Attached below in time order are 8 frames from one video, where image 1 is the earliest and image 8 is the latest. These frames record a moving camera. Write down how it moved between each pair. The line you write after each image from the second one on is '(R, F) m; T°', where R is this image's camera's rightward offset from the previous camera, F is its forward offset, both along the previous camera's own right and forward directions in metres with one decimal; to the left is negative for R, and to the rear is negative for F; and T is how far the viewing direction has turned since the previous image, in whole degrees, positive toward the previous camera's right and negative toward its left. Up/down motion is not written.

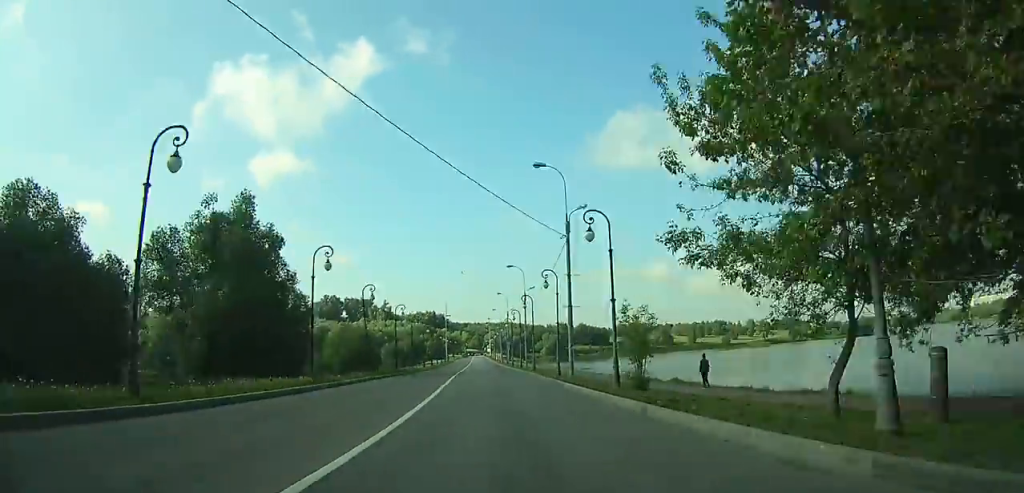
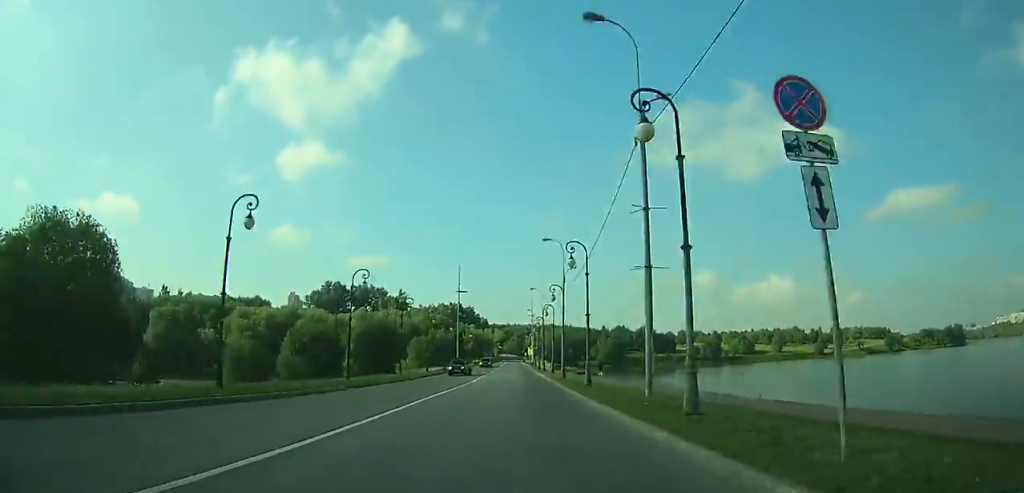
(-2.1, +84.7) m; -2°
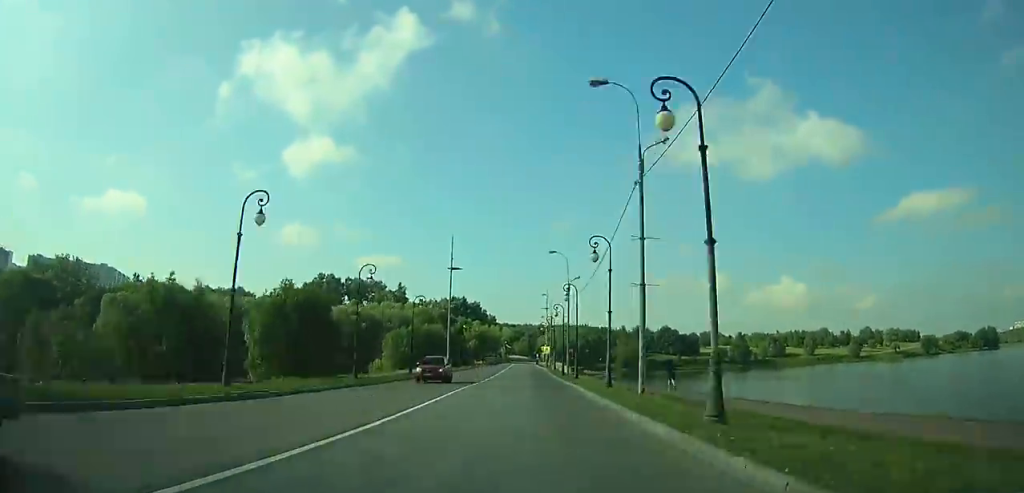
(-0.1, +30.1) m; 0°
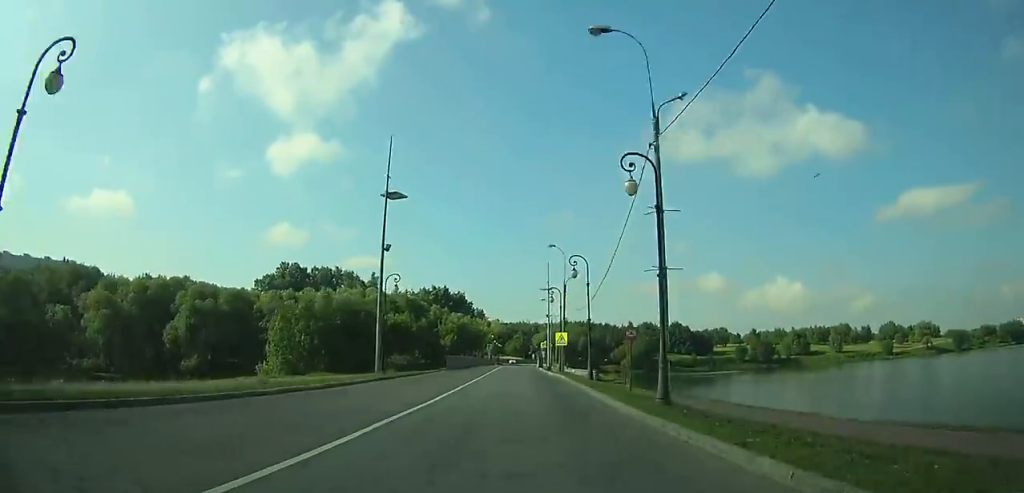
(0.0, +40.1) m; 0°
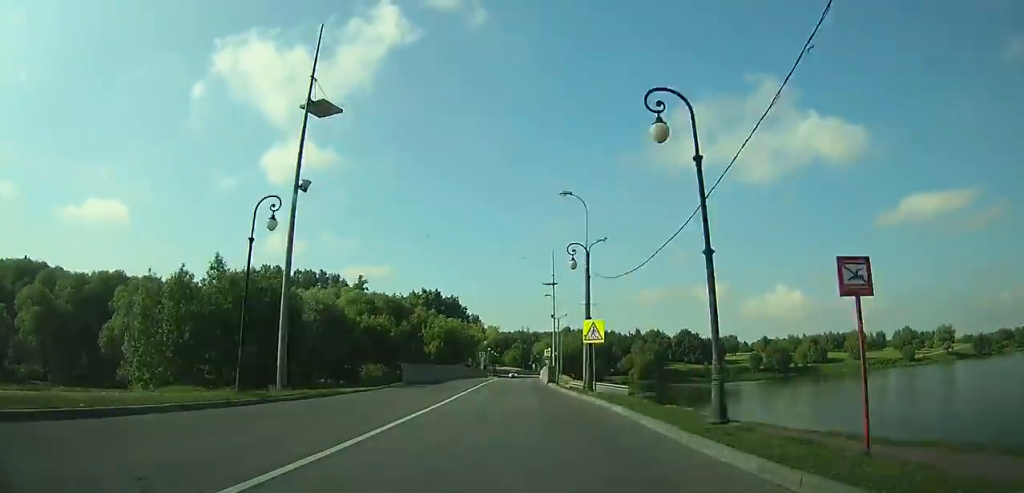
(0.0, +20.2) m; 0°
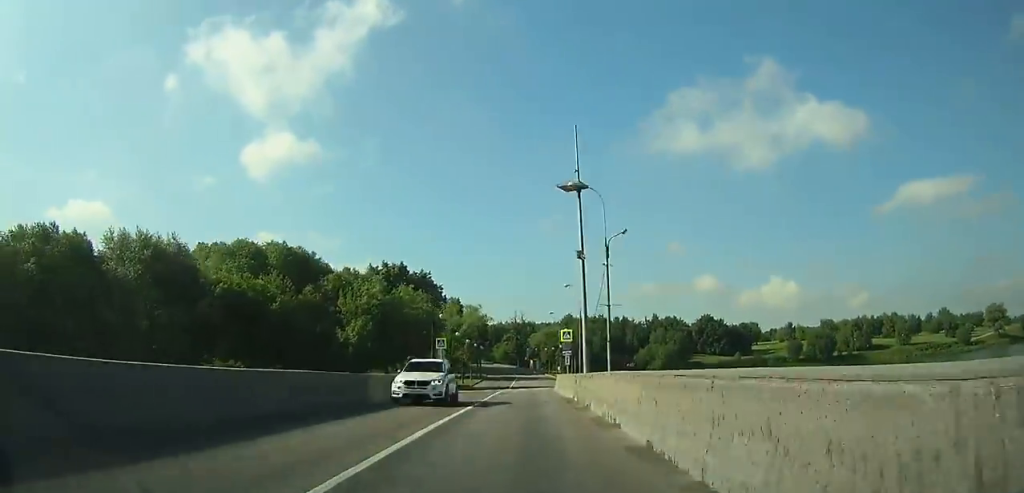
(+0.4, +49.2) m; +1°
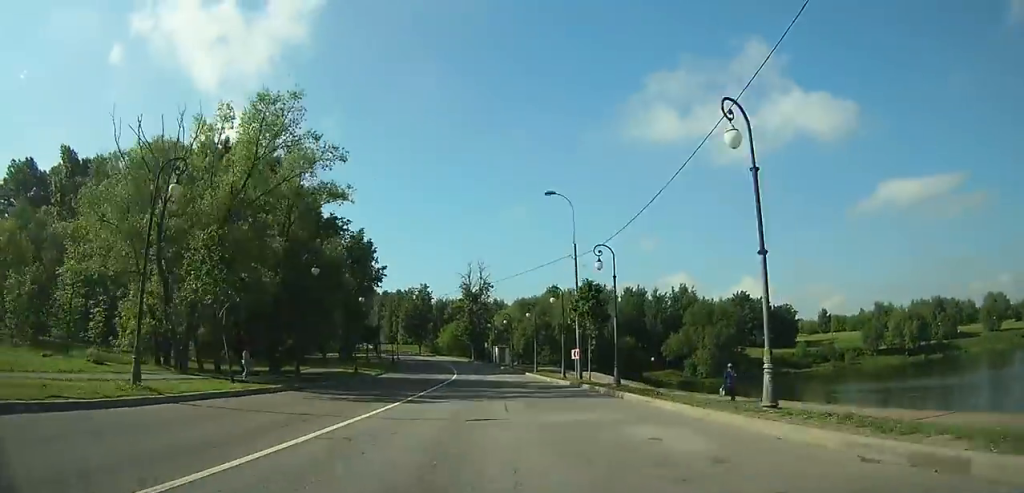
(+0.6, +76.0) m; -1°
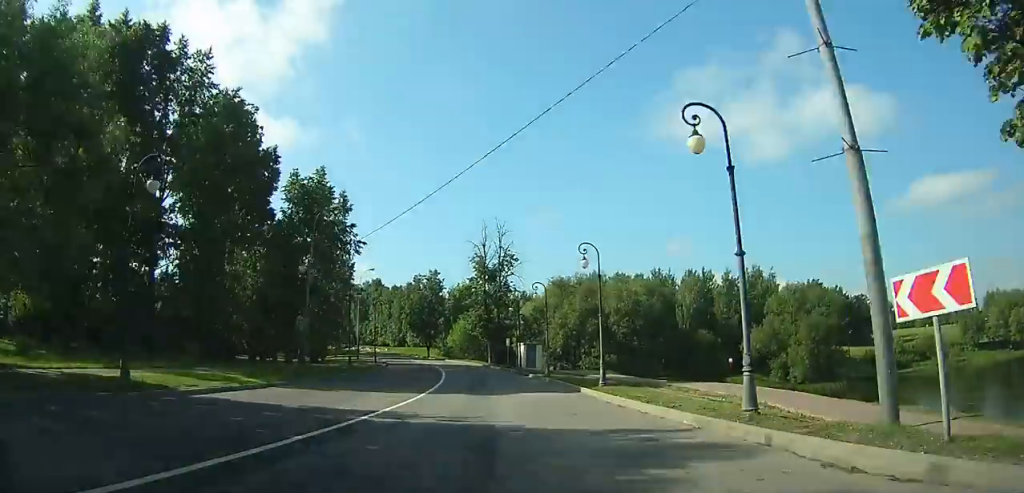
(-0.2, +29.3) m; -2°
